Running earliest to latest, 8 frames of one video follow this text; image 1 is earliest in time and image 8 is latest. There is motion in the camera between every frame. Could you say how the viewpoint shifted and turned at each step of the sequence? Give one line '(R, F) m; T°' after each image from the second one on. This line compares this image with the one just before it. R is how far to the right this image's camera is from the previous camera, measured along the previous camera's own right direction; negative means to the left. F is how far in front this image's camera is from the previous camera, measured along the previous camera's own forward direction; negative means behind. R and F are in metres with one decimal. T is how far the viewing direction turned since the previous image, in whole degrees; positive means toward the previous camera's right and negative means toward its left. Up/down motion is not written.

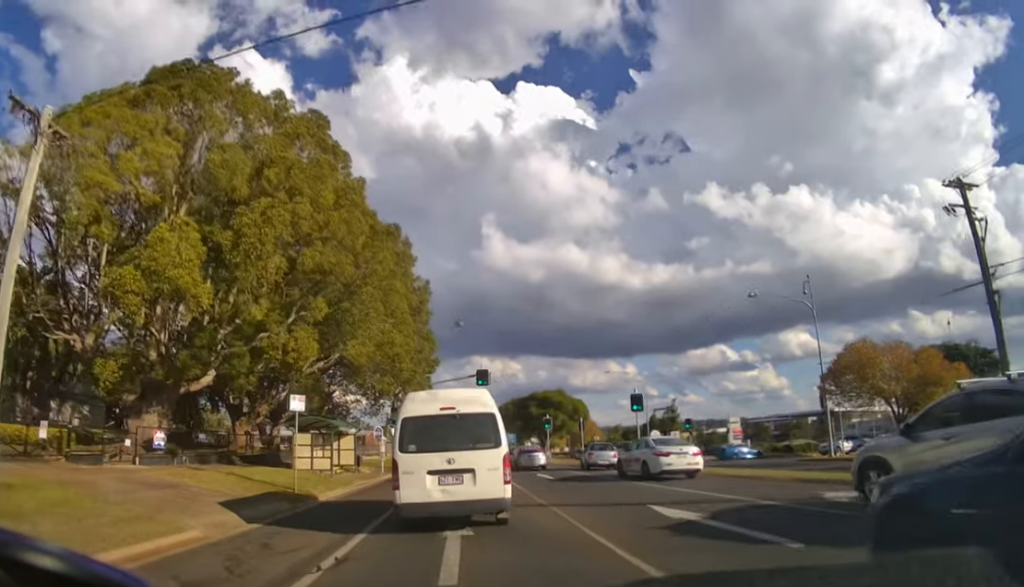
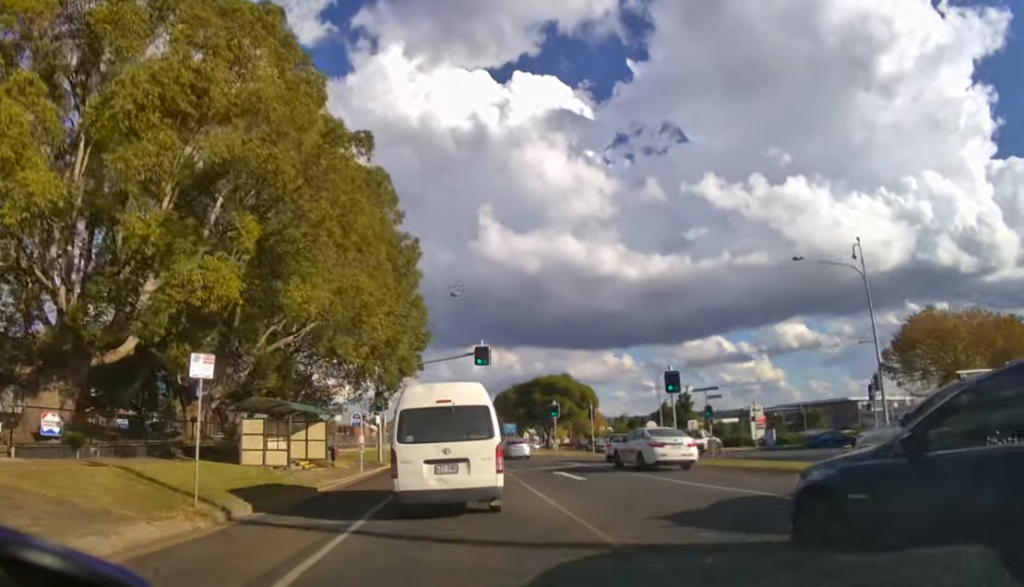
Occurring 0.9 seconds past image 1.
(0.0, +5.0) m; 0°
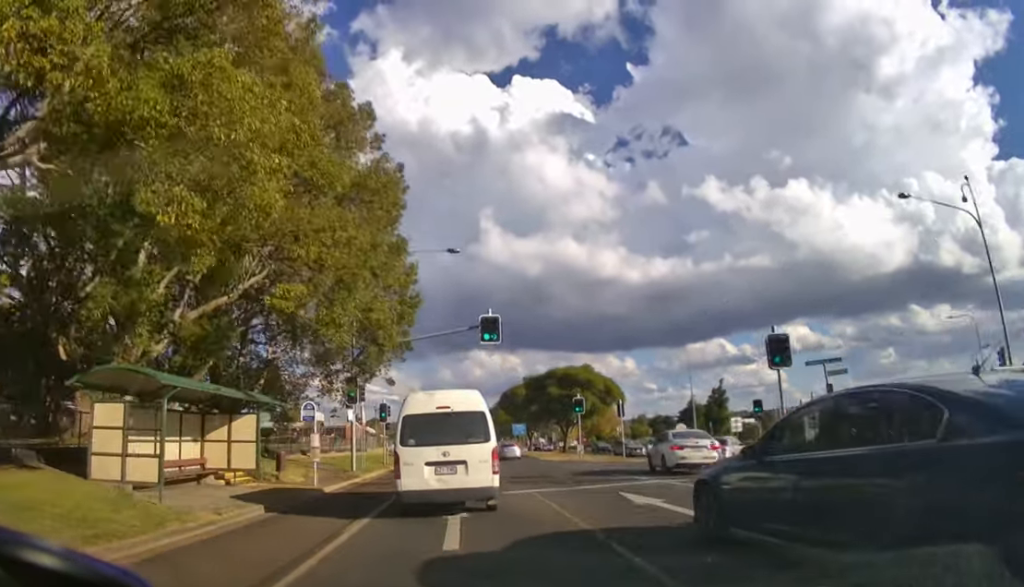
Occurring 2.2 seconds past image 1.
(0.0, +8.8) m; 0°
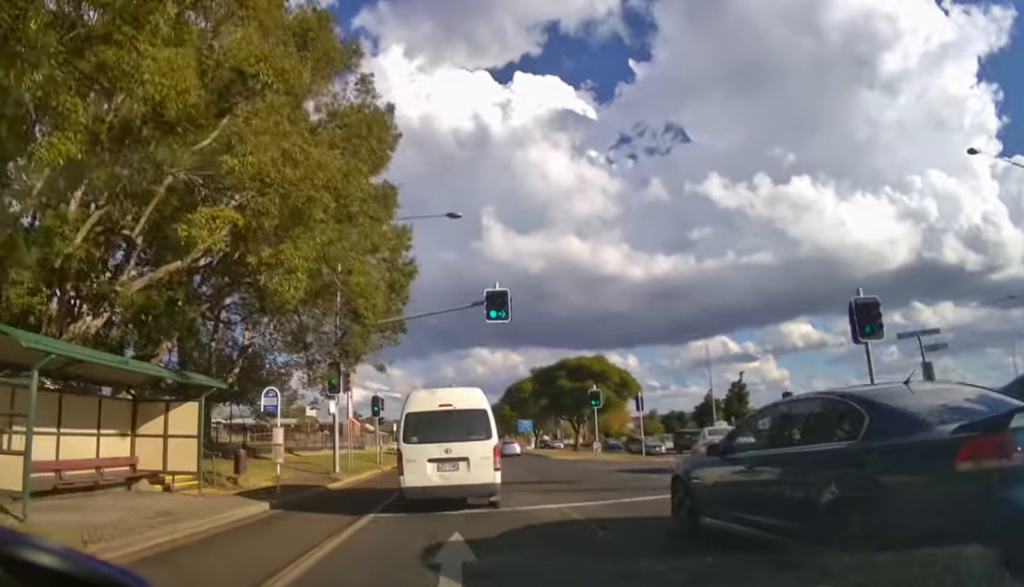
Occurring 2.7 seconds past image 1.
(0.0, +3.7) m; 0°
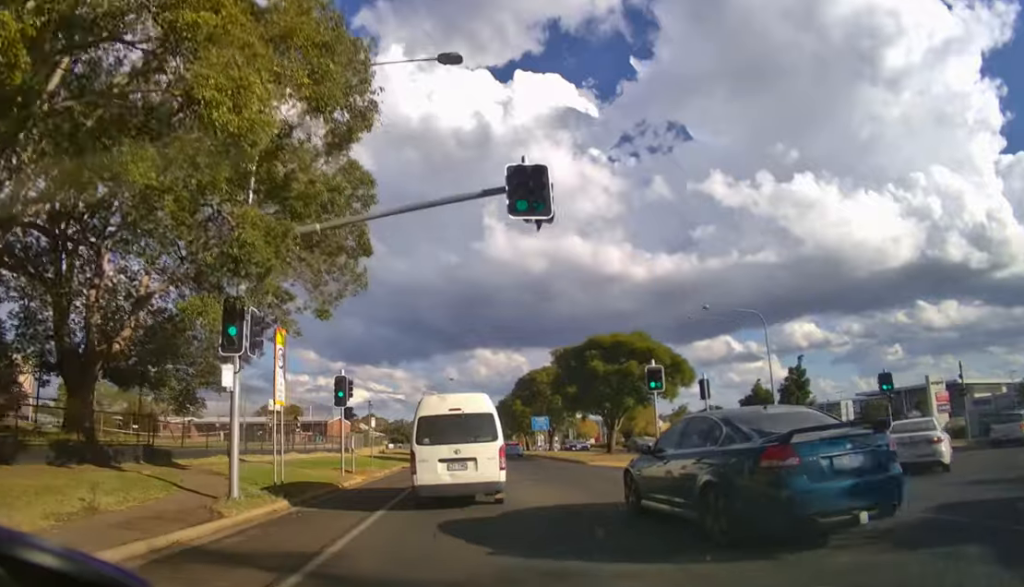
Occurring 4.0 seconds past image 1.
(0.0, +8.2) m; +1°
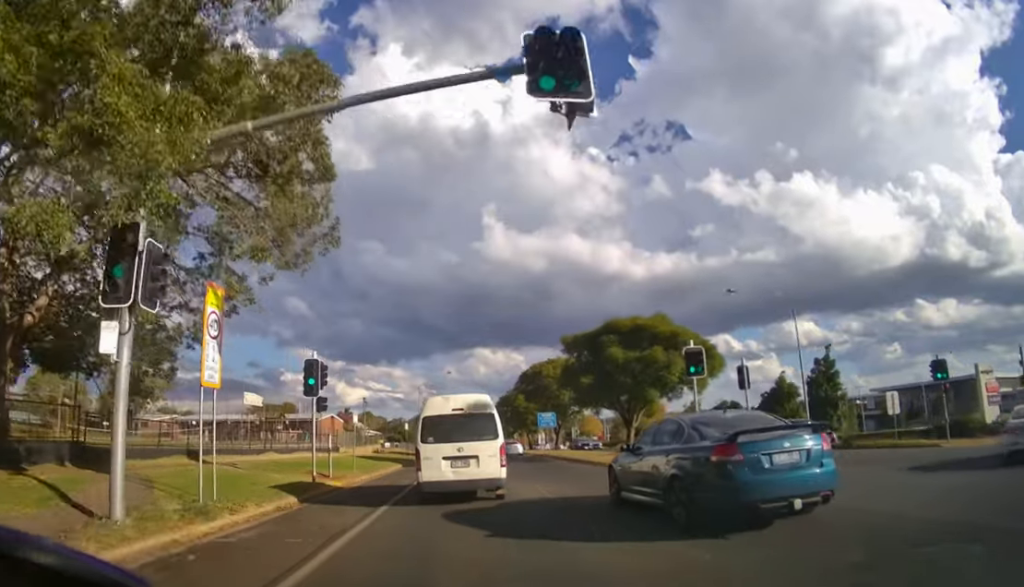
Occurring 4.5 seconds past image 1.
(0.0, +3.5) m; 0°
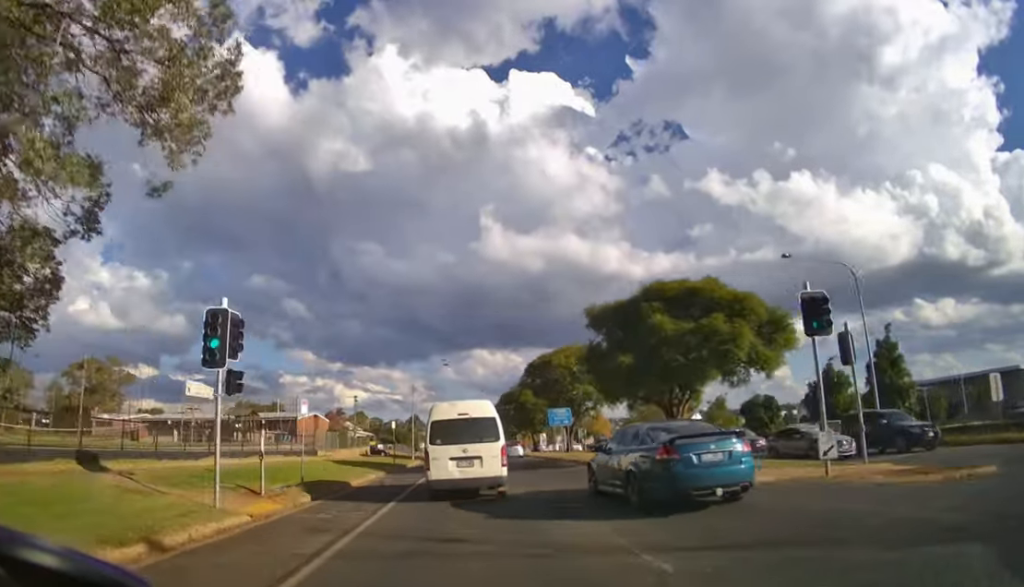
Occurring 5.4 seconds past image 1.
(0.0, +6.3) m; 0°
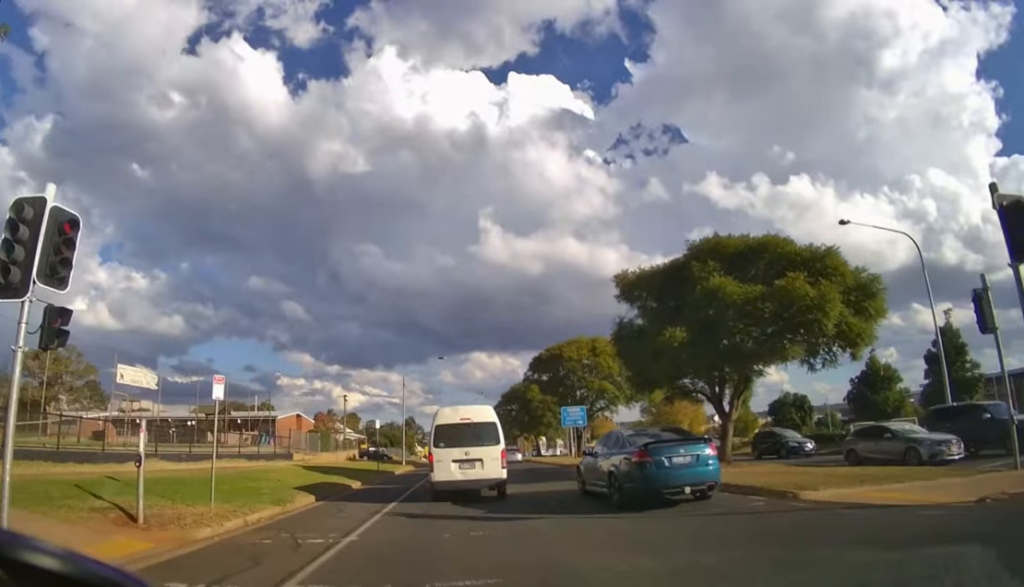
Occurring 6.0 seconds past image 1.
(0.0, +4.8) m; 0°
